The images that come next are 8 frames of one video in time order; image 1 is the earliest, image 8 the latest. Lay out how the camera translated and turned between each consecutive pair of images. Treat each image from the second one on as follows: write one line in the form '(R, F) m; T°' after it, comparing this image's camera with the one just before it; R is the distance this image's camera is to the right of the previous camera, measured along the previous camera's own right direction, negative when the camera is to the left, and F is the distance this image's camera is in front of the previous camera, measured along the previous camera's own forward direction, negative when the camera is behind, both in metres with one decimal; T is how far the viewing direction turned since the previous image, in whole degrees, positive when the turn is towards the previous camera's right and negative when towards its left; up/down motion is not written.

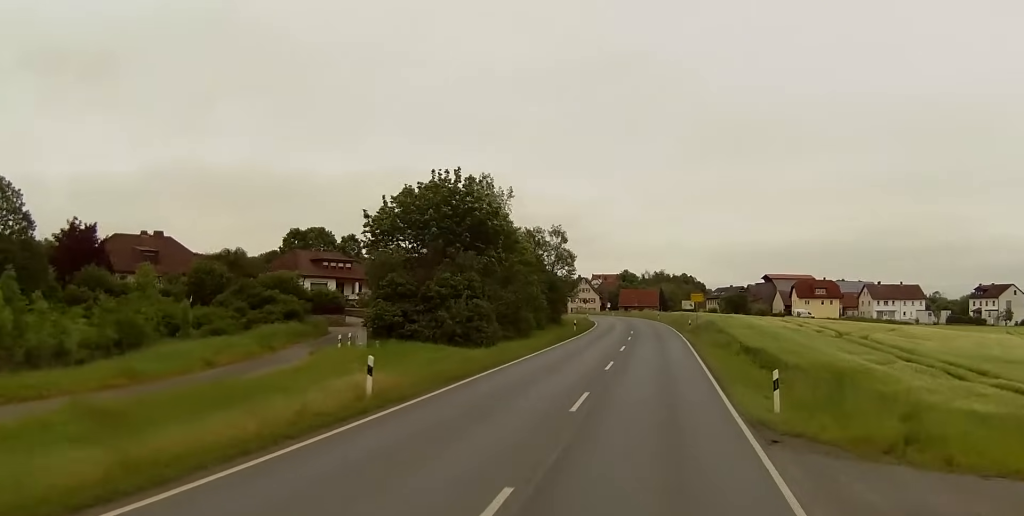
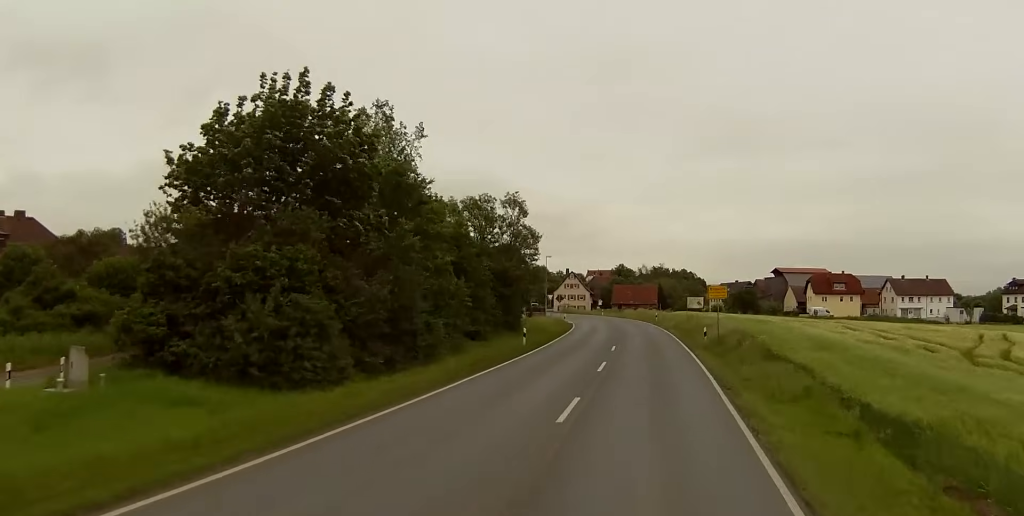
(0.0, +26.0) m; 0°
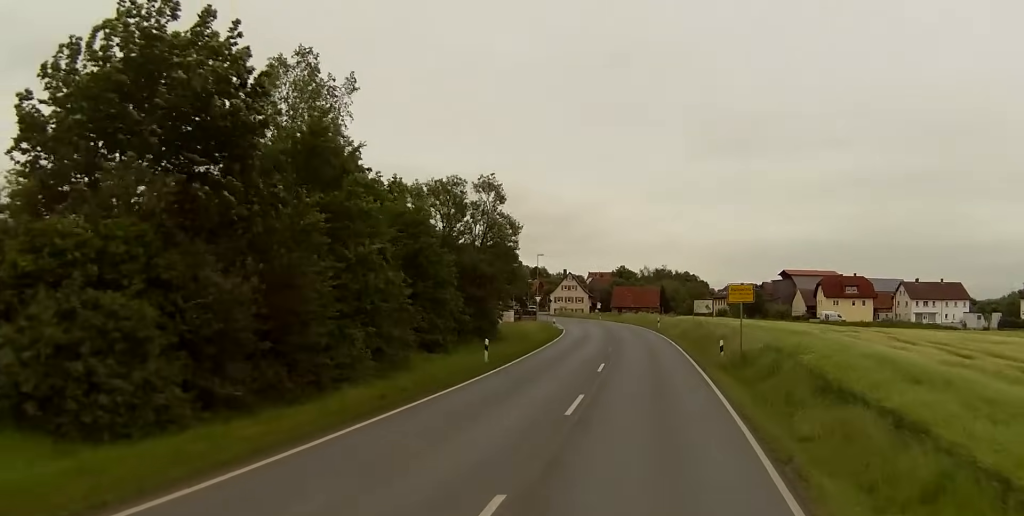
(0.0, +10.6) m; 0°
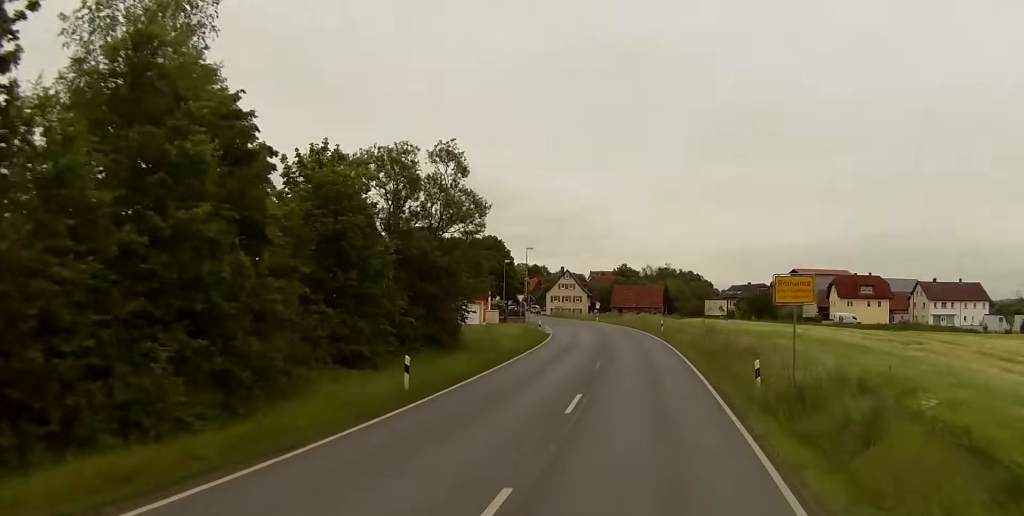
(+0.1, +11.7) m; 0°
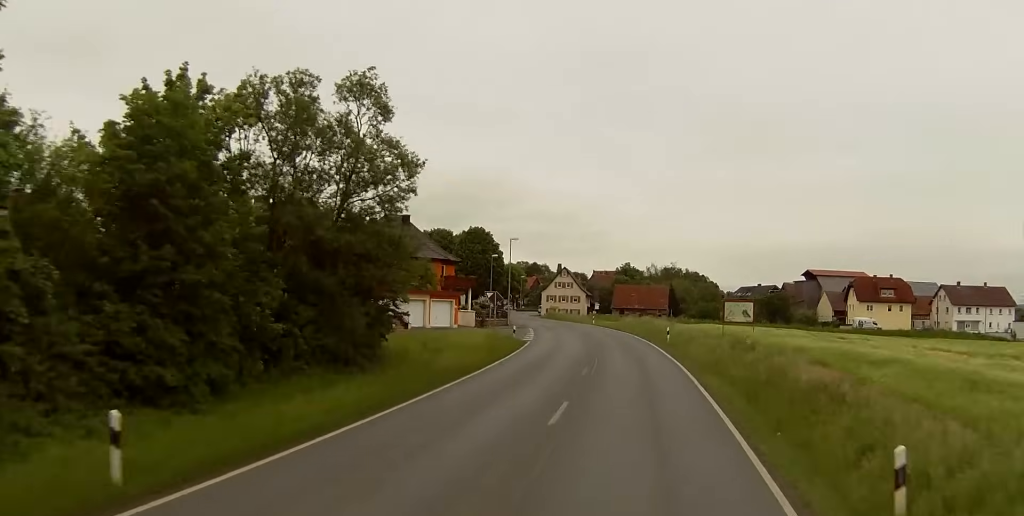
(-0.1, +13.9) m; 0°
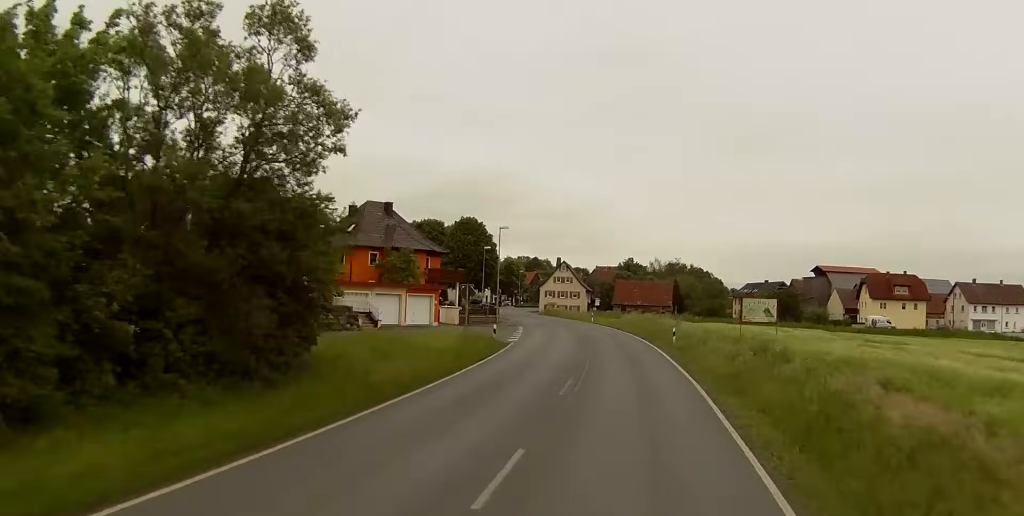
(+0.1, +7.7) m; -1°
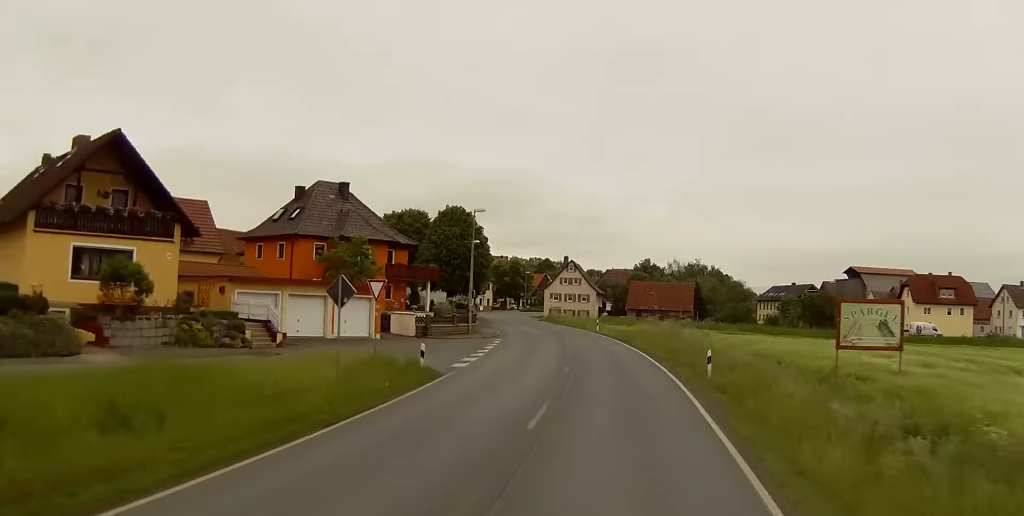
(-0.2, +17.5) m; -2°
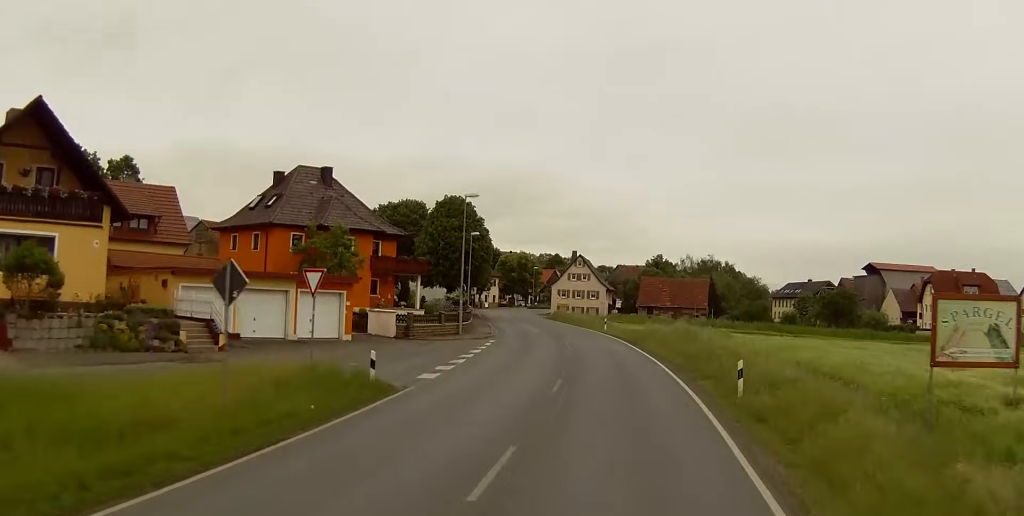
(-0.1, +6.6) m; -1°
